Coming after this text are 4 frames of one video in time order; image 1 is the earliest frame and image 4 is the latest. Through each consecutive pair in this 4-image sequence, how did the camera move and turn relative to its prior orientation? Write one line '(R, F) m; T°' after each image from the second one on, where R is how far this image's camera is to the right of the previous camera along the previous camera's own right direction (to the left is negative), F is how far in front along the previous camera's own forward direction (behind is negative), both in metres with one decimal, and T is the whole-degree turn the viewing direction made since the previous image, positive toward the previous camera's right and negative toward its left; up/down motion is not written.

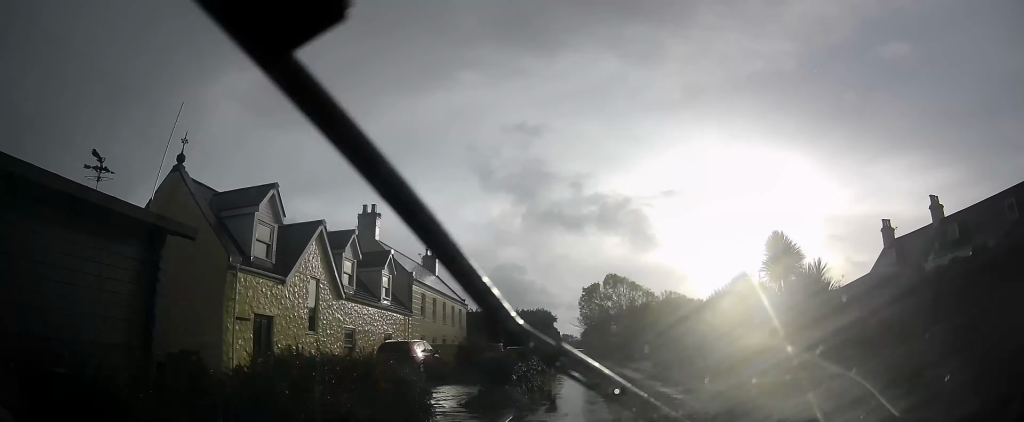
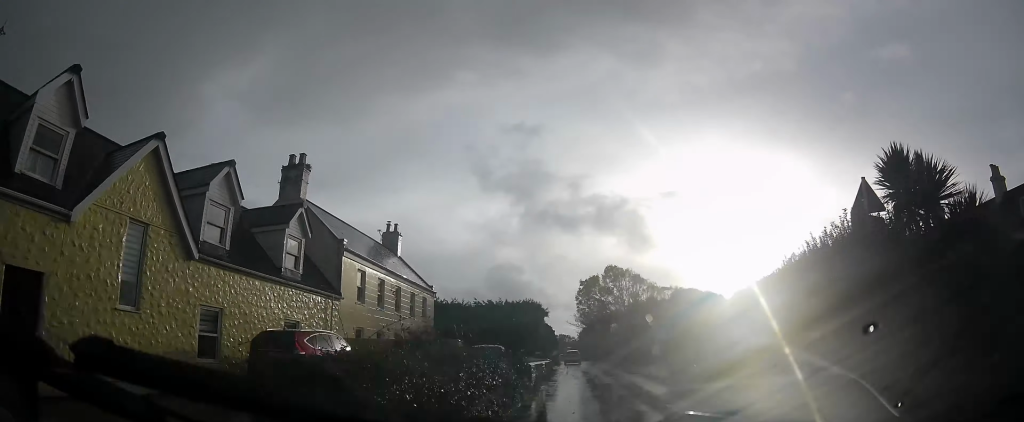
(-0.2, +7.4) m; +2°
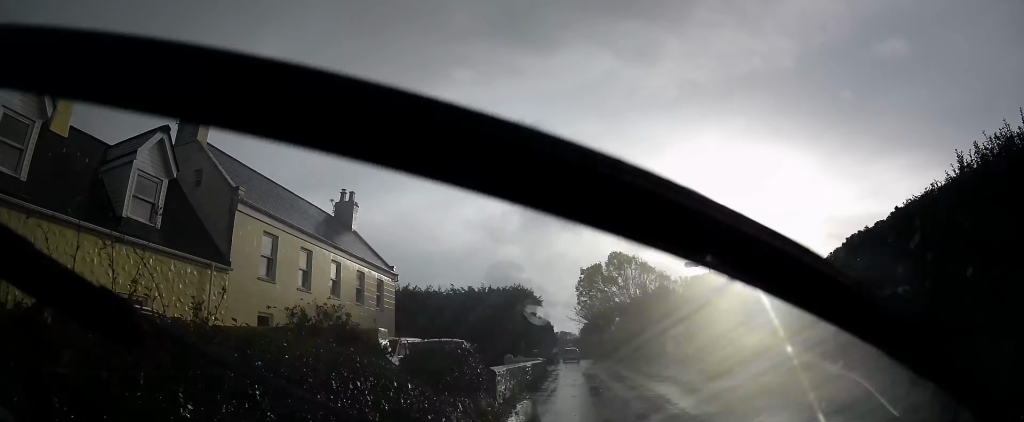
(+0.4, +6.2) m; +2°
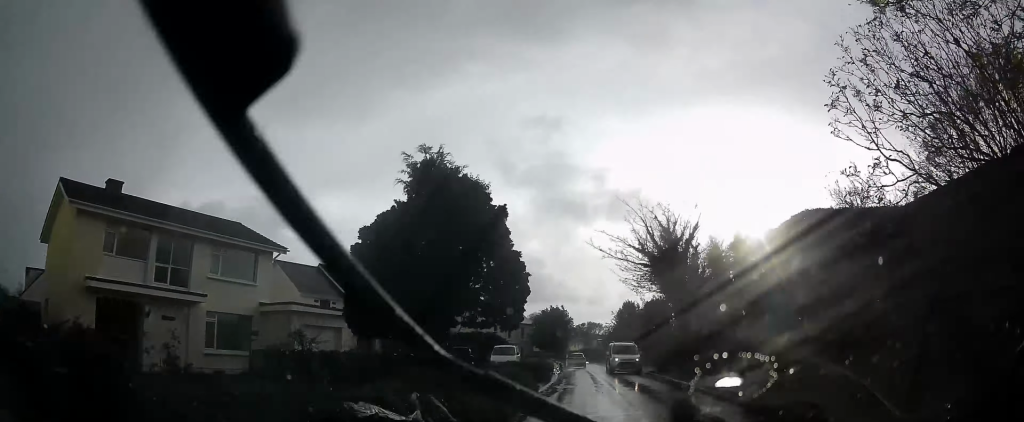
(+0.6, +52.0) m; -2°
